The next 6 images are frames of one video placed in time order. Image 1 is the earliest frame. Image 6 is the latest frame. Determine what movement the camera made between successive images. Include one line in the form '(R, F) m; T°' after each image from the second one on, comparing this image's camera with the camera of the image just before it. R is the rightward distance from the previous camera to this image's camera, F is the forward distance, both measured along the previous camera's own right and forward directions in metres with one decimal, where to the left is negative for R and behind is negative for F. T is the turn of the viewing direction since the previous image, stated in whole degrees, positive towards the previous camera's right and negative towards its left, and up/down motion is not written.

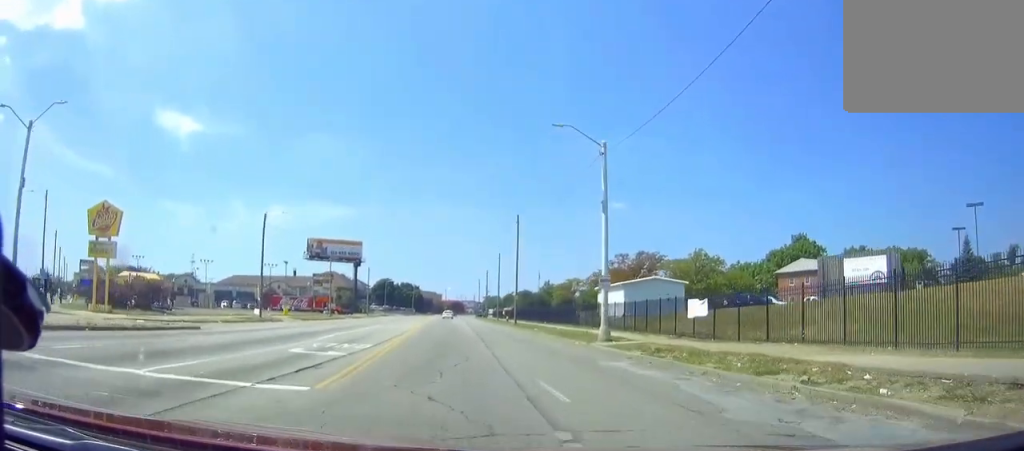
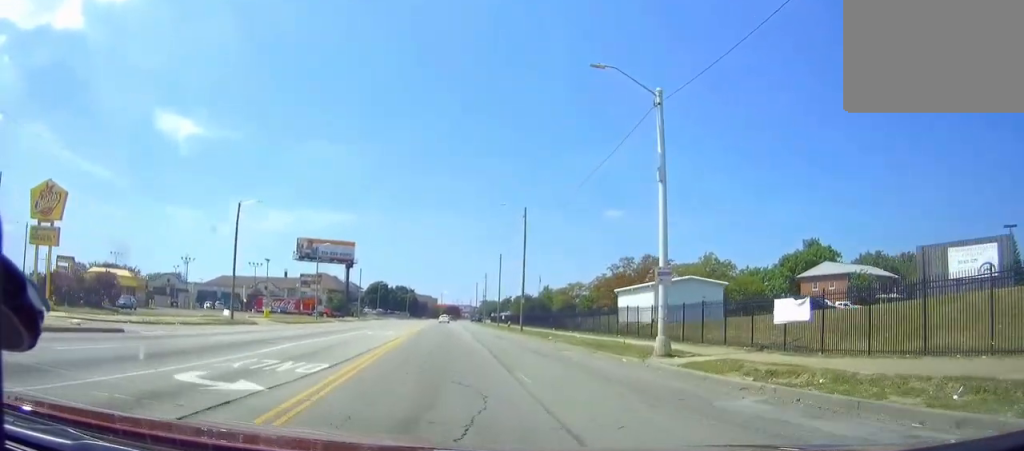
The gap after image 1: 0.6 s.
(0.0, +8.1) m; 0°
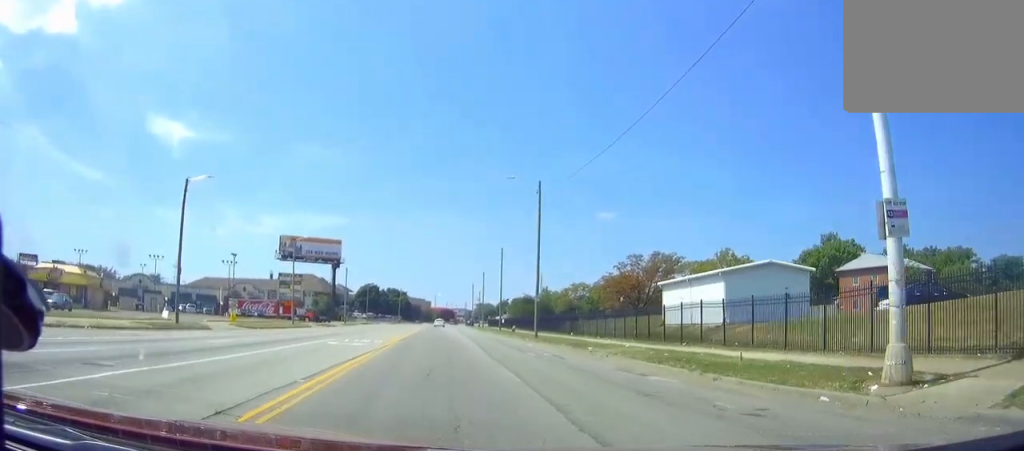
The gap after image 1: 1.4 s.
(0.0, +12.3) m; 0°
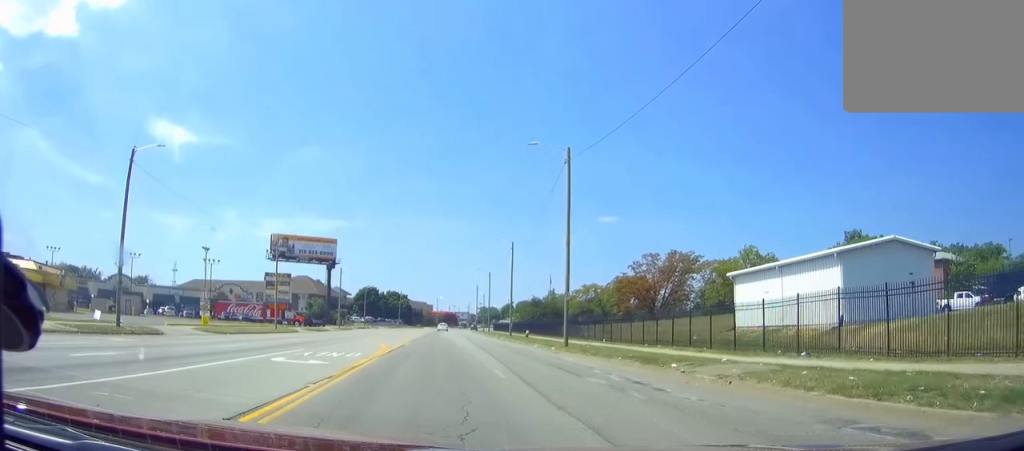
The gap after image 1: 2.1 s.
(0.0, +10.1) m; 0°
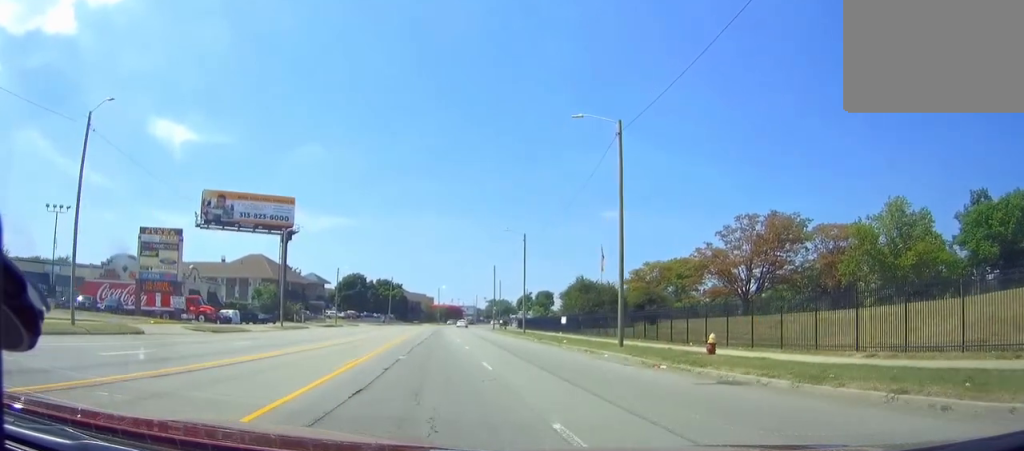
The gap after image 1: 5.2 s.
(+0.9, +47.5) m; +2°
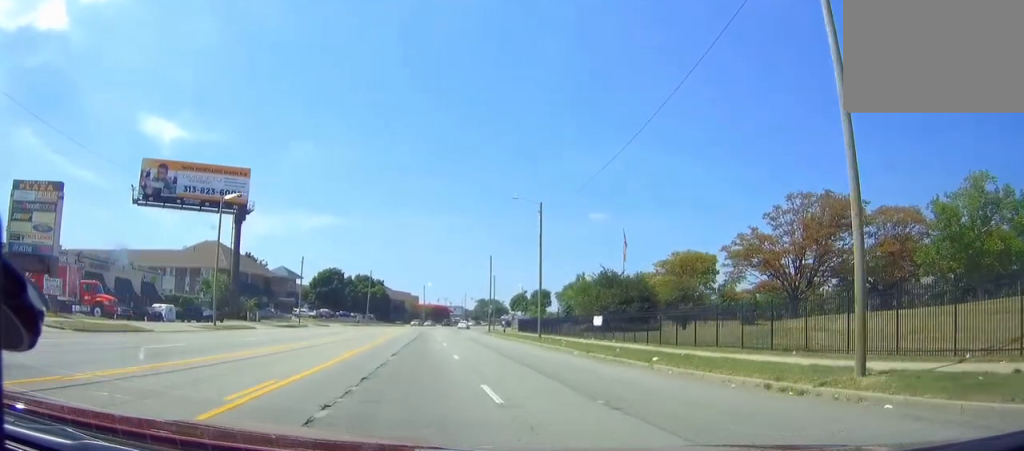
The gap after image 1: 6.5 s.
(+0.1, +19.8) m; +1°
